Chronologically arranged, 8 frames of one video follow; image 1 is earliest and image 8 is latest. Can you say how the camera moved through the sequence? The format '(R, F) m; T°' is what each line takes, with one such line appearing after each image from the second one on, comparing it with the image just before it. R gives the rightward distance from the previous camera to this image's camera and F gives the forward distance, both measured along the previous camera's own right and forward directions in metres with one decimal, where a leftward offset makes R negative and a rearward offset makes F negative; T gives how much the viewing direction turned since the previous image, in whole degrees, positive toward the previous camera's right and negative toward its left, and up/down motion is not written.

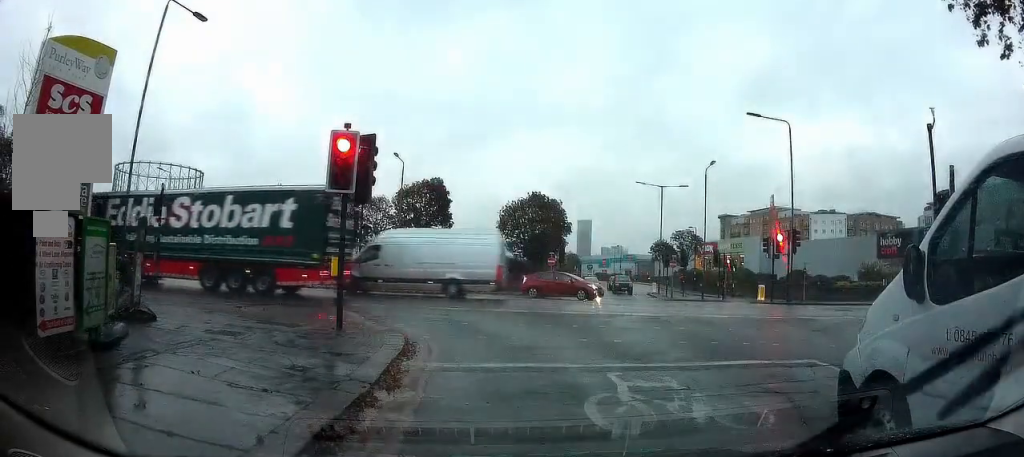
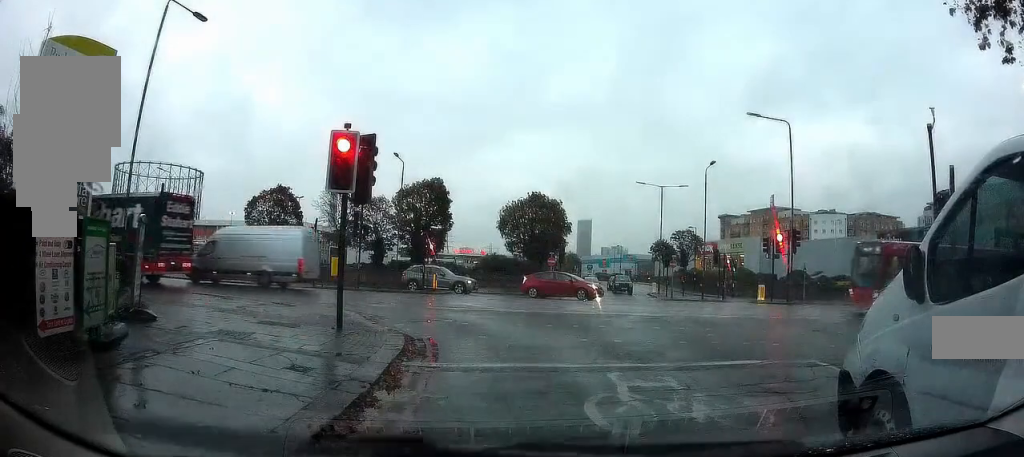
(0.0, 0.0) m; 0°
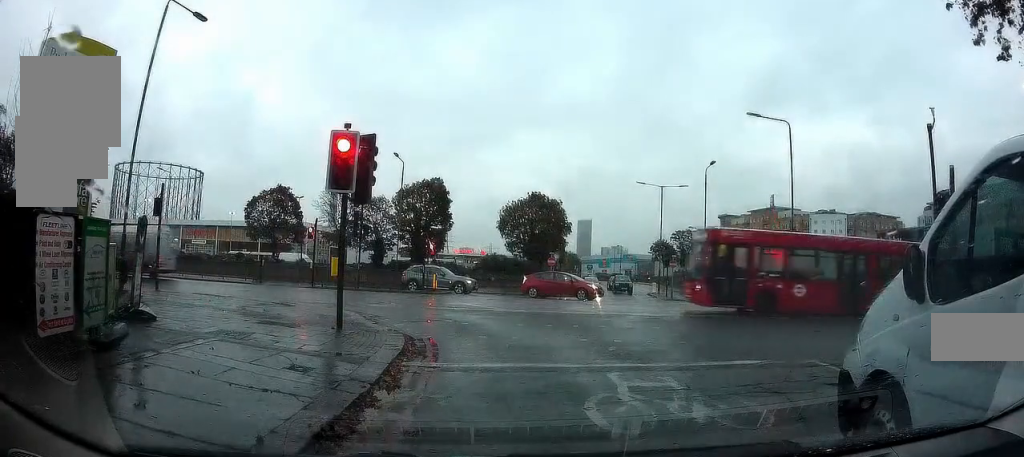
(0.0, 0.0) m; 0°
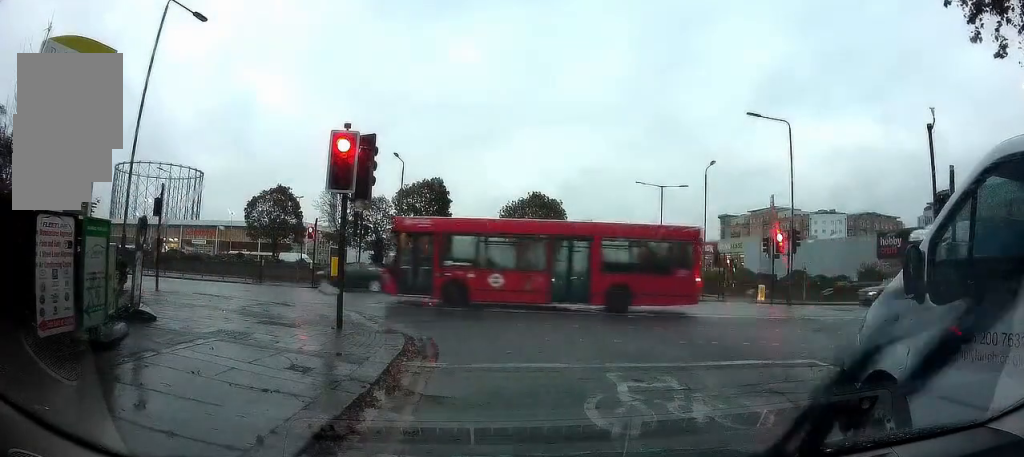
(0.0, 0.0) m; 0°
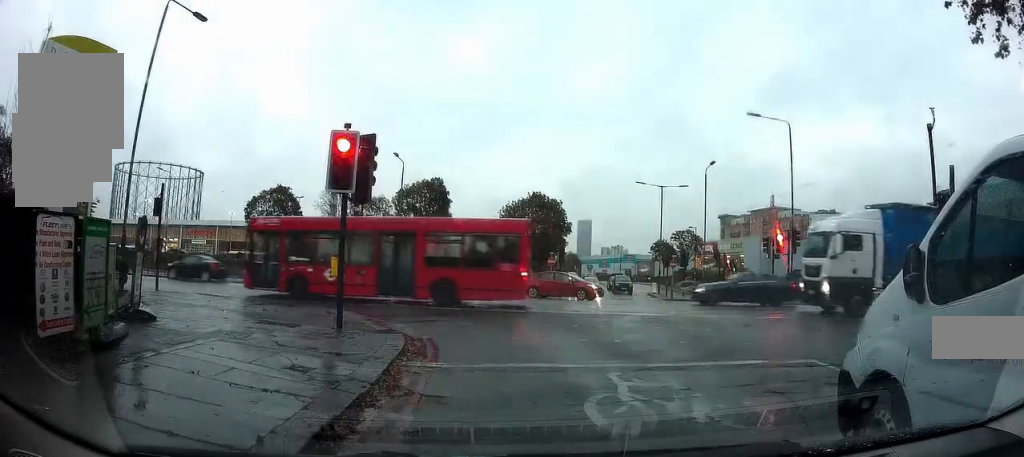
(0.0, 0.0) m; 0°
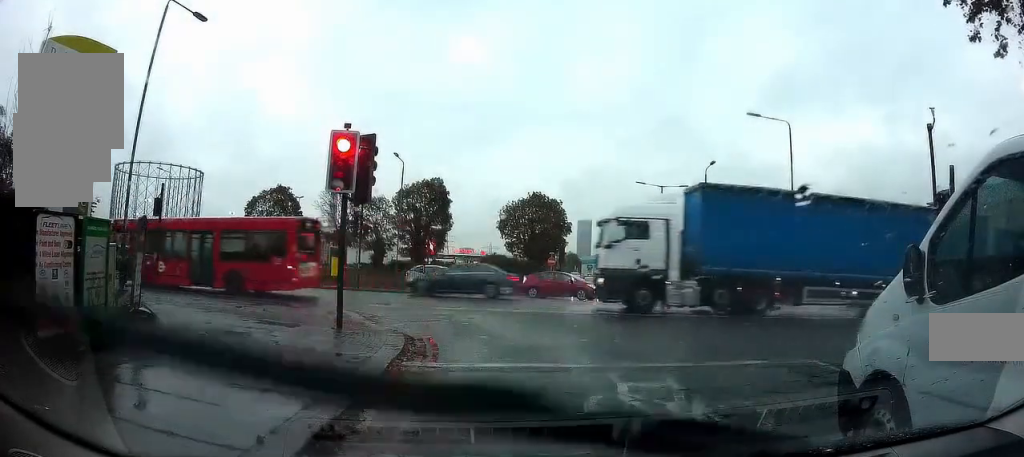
(0.0, 0.0) m; 0°
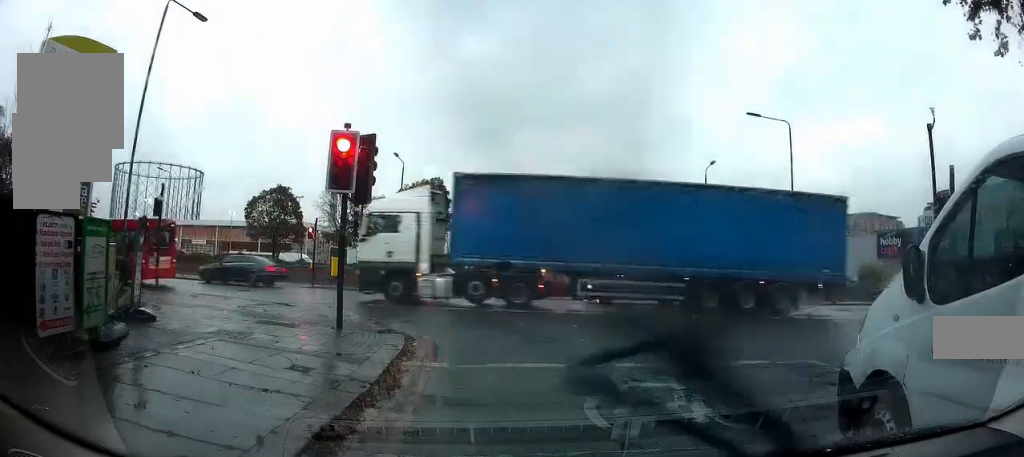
(0.0, 0.0) m; 0°
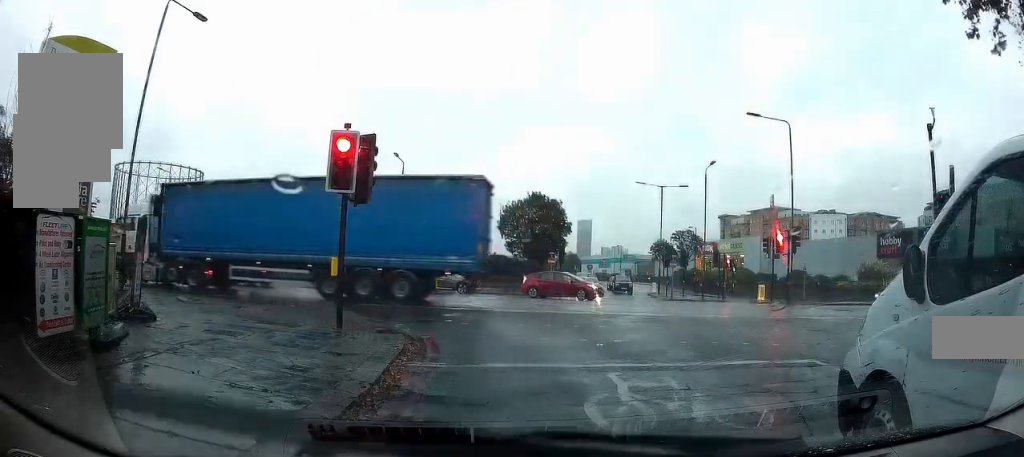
(0.0, 0.0) m; 0°
